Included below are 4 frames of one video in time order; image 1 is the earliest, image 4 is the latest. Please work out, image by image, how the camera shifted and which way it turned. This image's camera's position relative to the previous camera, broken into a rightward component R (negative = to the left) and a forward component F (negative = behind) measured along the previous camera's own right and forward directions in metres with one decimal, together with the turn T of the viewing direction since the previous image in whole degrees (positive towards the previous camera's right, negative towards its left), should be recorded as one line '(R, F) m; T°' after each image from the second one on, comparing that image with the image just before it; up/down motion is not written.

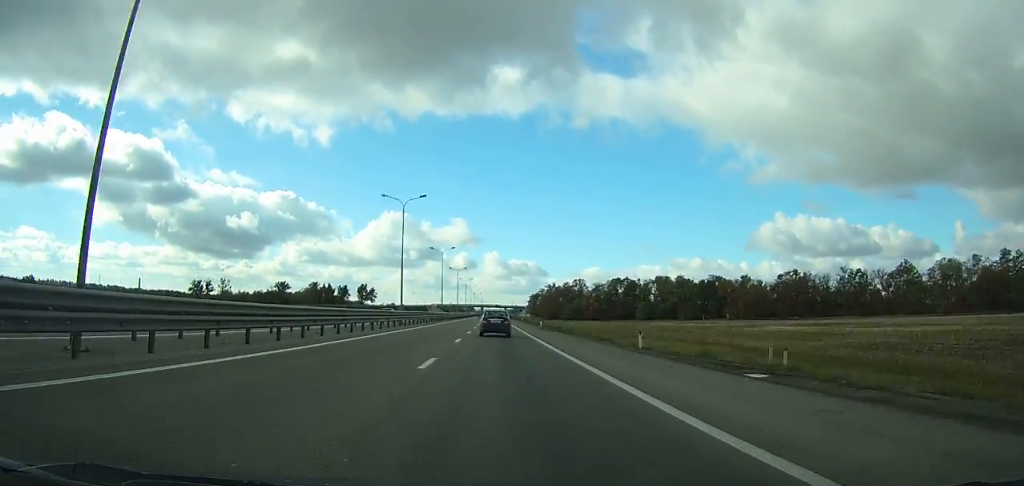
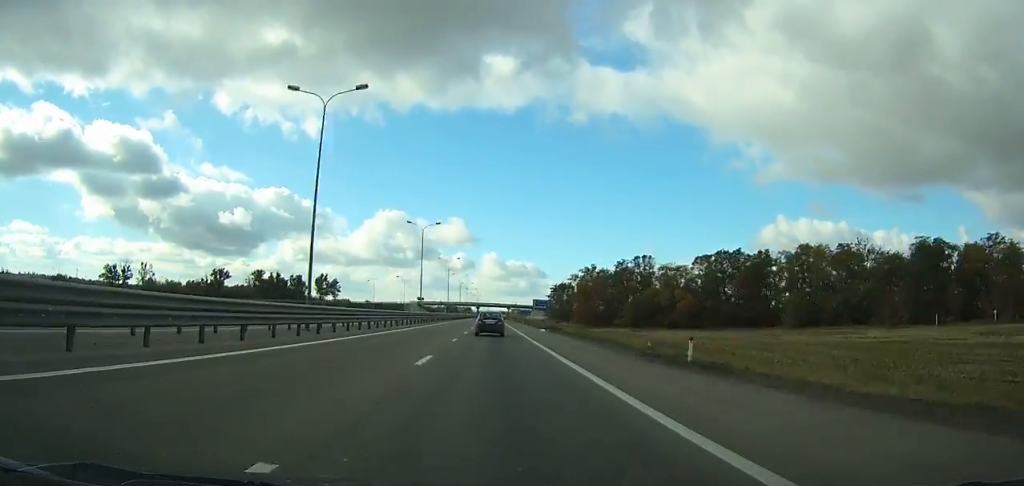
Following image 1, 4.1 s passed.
(-1.0, +107.8) m; -1°
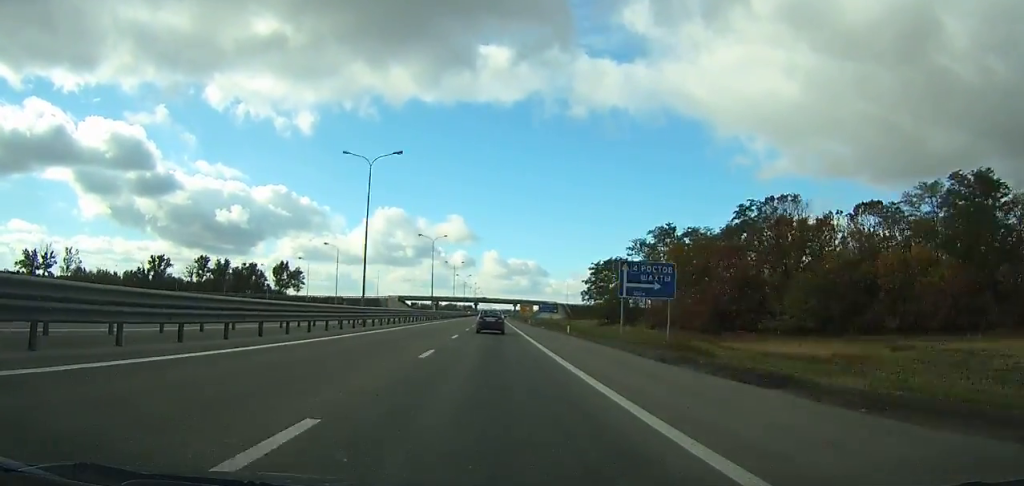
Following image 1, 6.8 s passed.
(0.0, +69.7) m; 0°
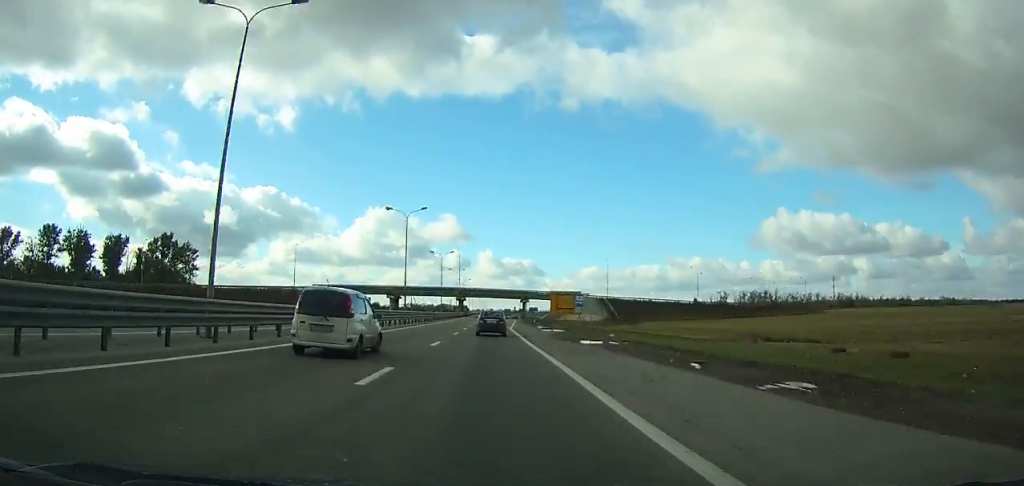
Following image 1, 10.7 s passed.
(-0.2, +98.2) m; 0°
